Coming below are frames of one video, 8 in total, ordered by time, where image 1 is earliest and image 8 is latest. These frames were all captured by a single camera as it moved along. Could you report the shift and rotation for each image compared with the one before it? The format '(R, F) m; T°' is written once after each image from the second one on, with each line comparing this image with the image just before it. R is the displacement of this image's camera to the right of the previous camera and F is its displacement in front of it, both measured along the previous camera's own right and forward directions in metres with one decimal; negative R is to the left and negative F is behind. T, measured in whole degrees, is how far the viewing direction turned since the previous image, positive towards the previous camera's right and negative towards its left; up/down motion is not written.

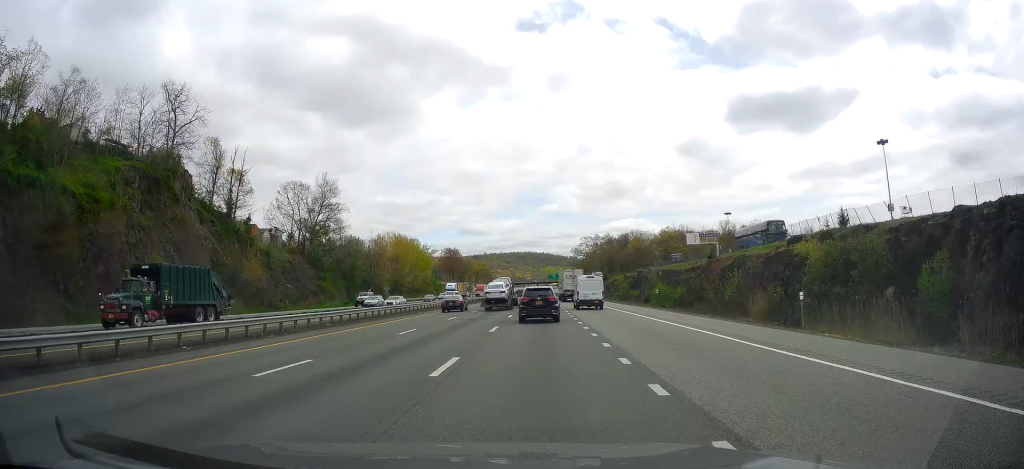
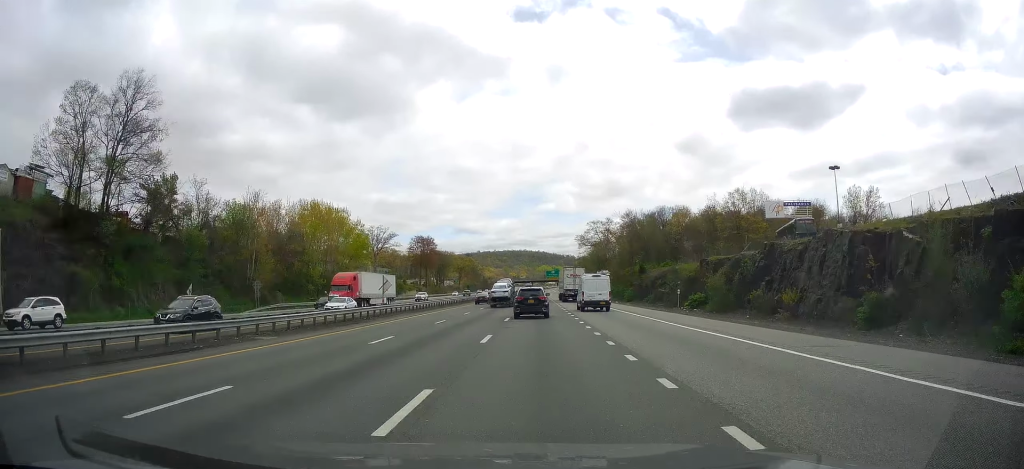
(+0.1, +64.2) m; 0°
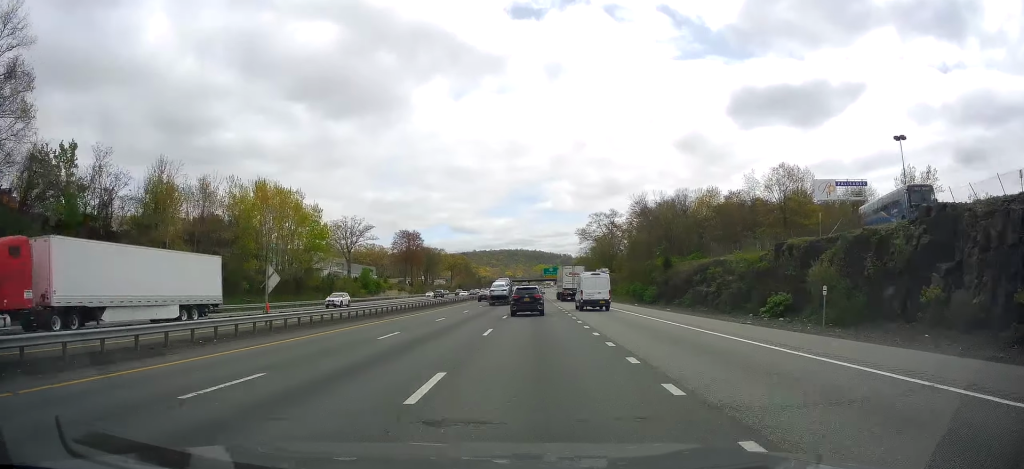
(-0.5, +21.9) m; 0°
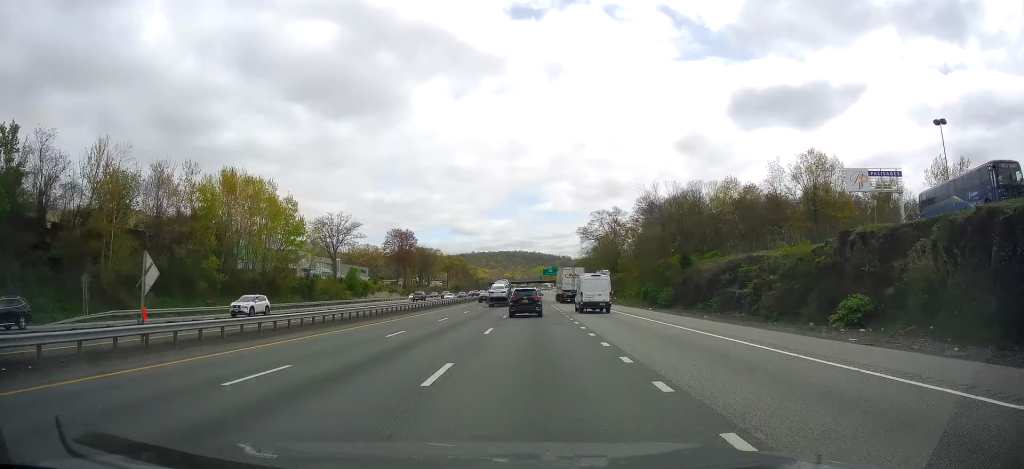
(+0.2, +10.3) m; 0°
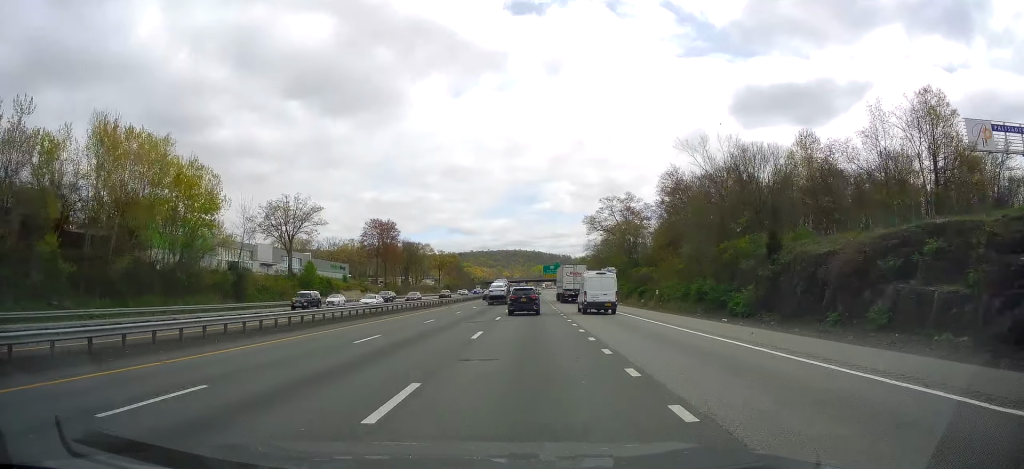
(+0.3, +27.0) m; 0°
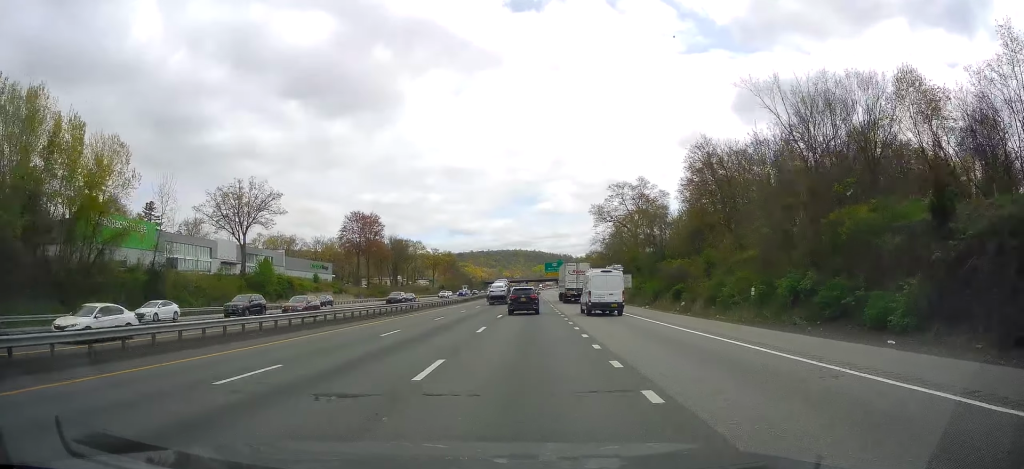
(0.0, +20.6) m; -1°
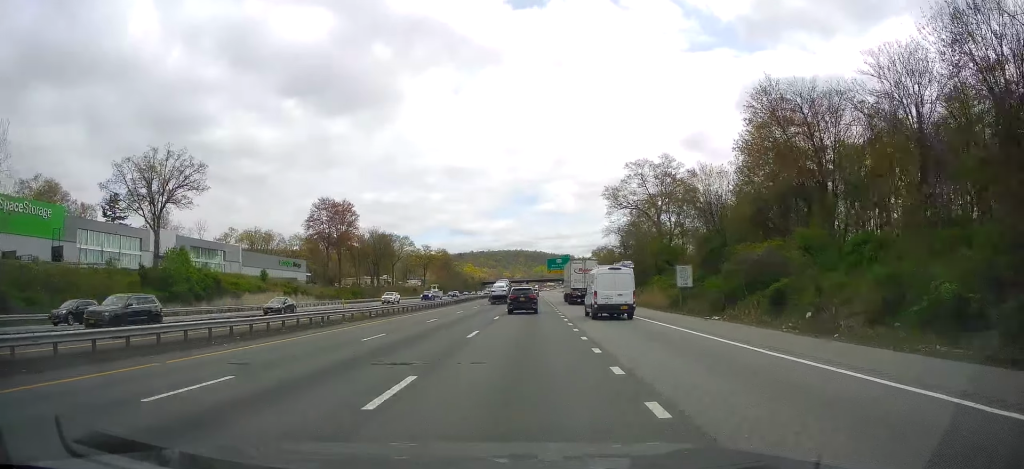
(-0.3, +26.1) m; 0°
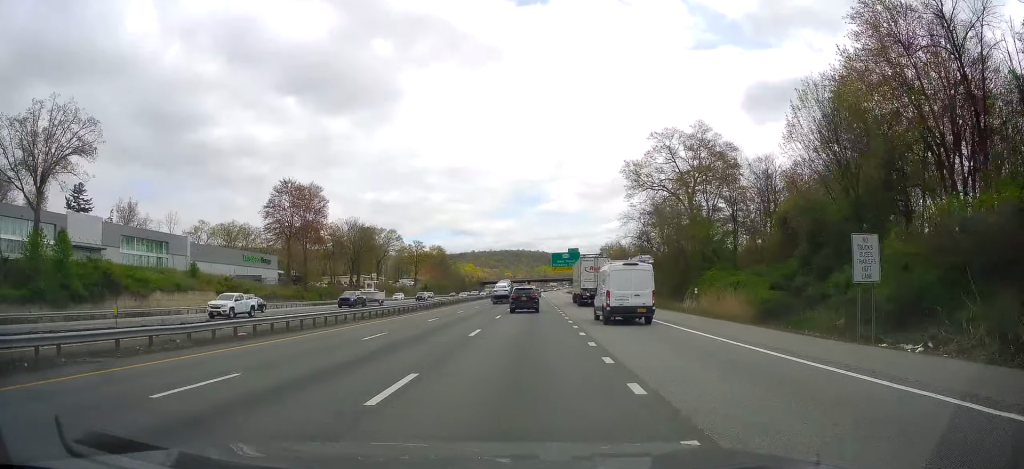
(+0.4, +23.7) m; +1°
